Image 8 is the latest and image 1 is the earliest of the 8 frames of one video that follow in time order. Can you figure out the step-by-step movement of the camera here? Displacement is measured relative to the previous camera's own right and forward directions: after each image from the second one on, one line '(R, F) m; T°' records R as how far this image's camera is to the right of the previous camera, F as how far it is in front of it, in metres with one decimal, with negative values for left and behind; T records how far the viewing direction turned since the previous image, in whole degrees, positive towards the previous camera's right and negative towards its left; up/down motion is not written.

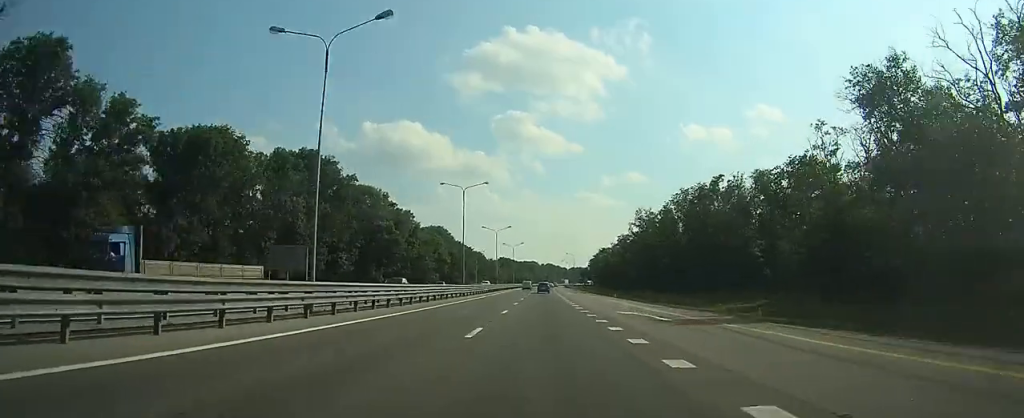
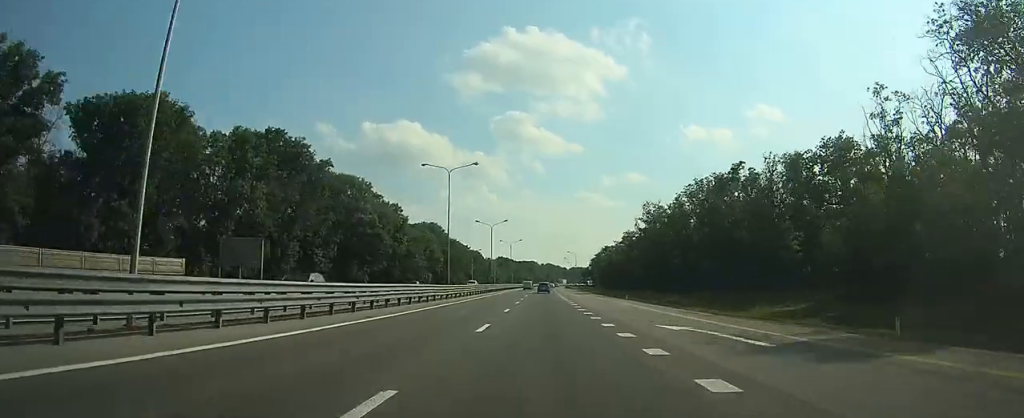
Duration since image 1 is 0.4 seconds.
(0.0, +9.9) m; 0°
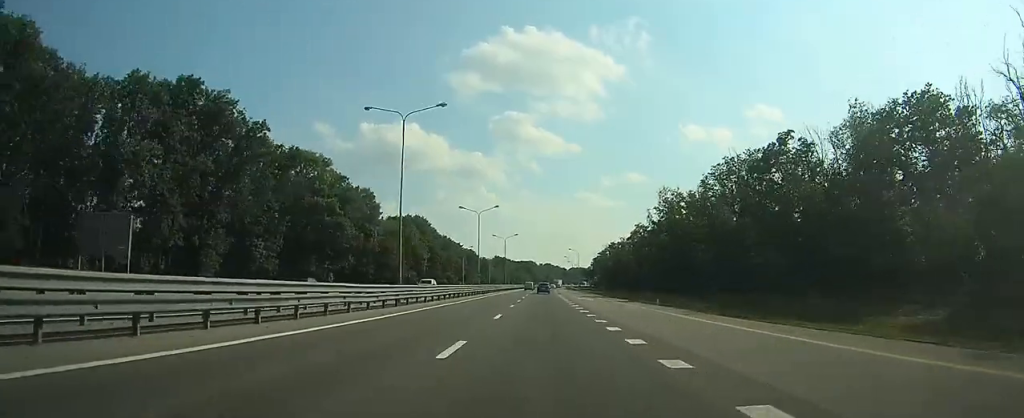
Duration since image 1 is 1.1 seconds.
(-0.1, +17.4) m; 0°
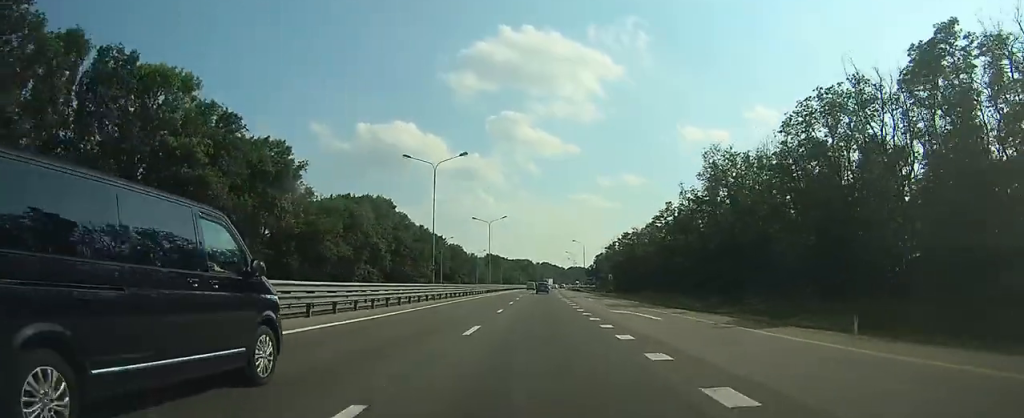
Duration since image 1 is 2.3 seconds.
(-0.1, +30.3) m; 0°
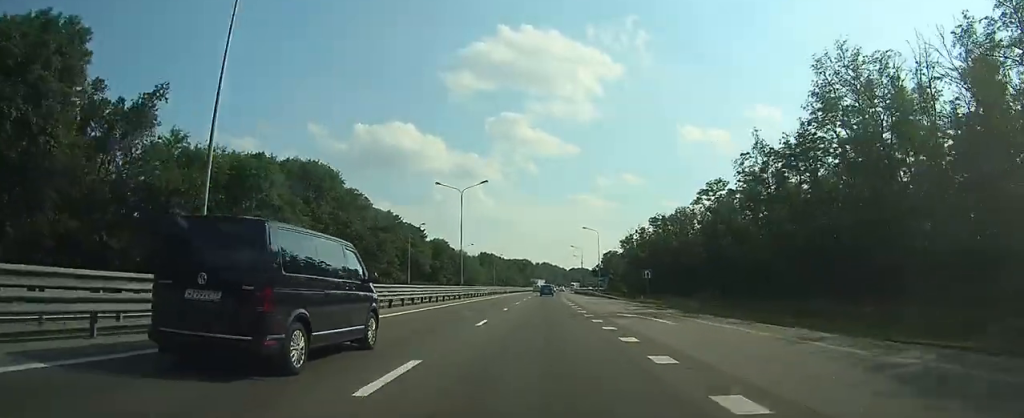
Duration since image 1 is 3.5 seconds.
(+0.2, +31.7) m; +1°
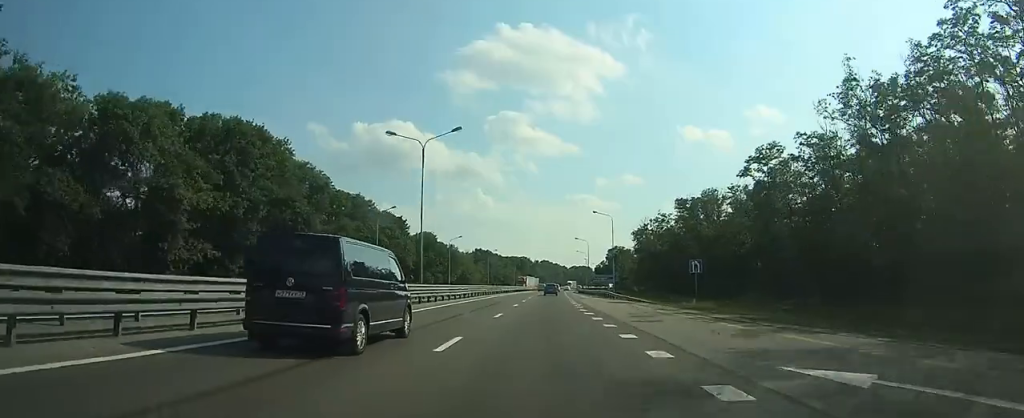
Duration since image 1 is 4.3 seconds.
(+0.1, +19.2) m; 0°
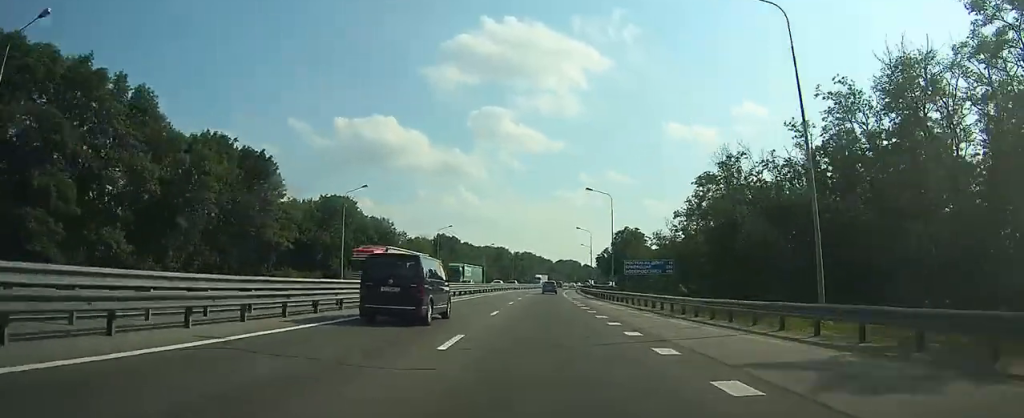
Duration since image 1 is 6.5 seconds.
(+0.2, +59.8) m; +1°
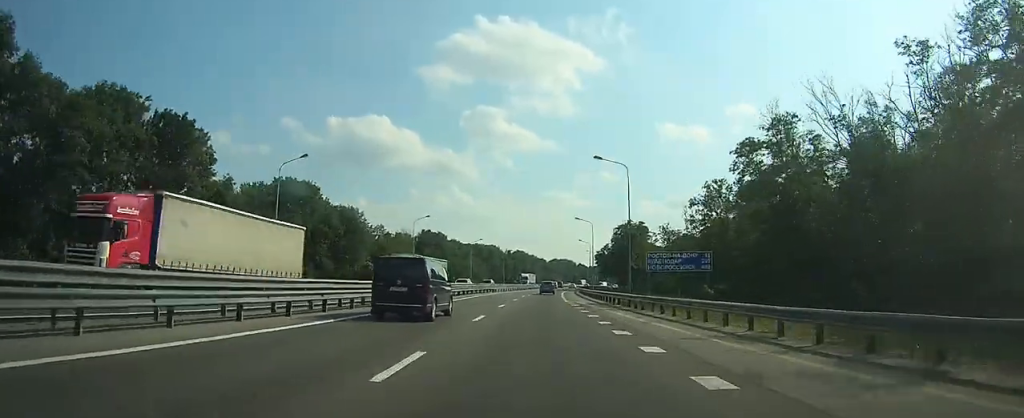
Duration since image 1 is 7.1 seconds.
(+0.2, +15.8) m; +1°
